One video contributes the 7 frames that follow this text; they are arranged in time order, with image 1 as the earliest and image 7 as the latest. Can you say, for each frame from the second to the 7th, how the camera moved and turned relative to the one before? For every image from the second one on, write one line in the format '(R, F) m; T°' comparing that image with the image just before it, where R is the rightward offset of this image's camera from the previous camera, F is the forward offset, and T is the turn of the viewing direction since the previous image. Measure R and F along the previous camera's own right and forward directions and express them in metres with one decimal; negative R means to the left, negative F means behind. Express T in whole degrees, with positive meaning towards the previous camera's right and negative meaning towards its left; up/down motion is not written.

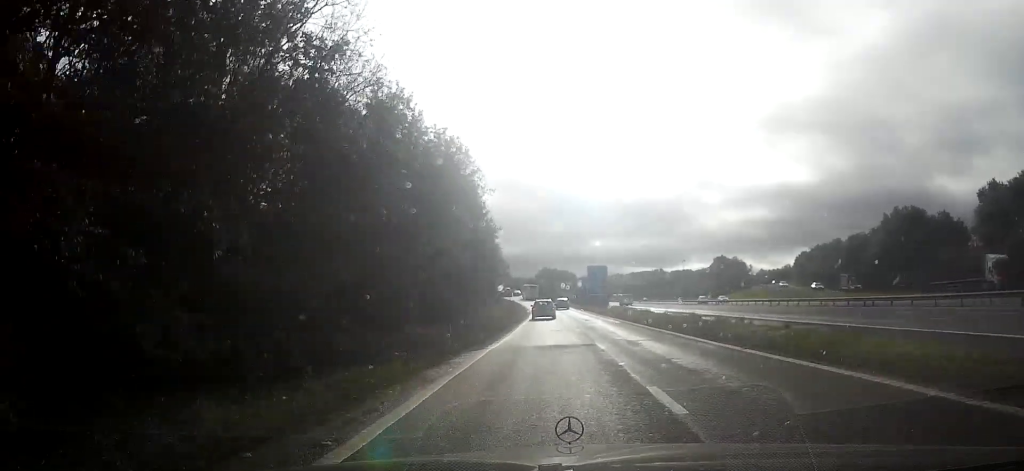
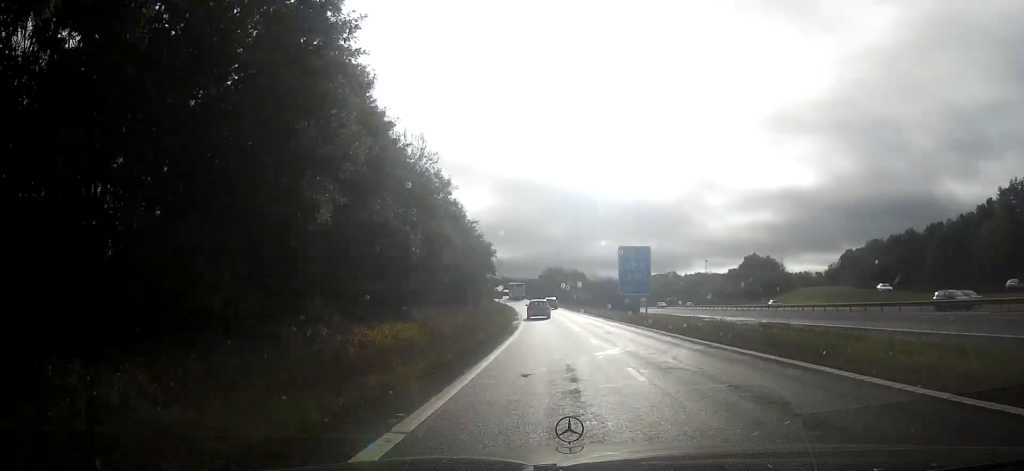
(-0.3, +34.6) m; 0°
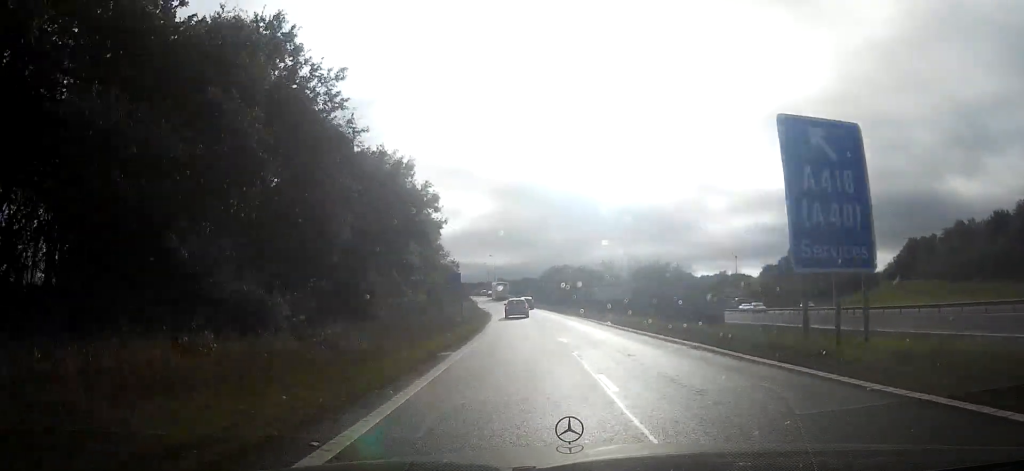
(-0.1, +38.0) m; -1°
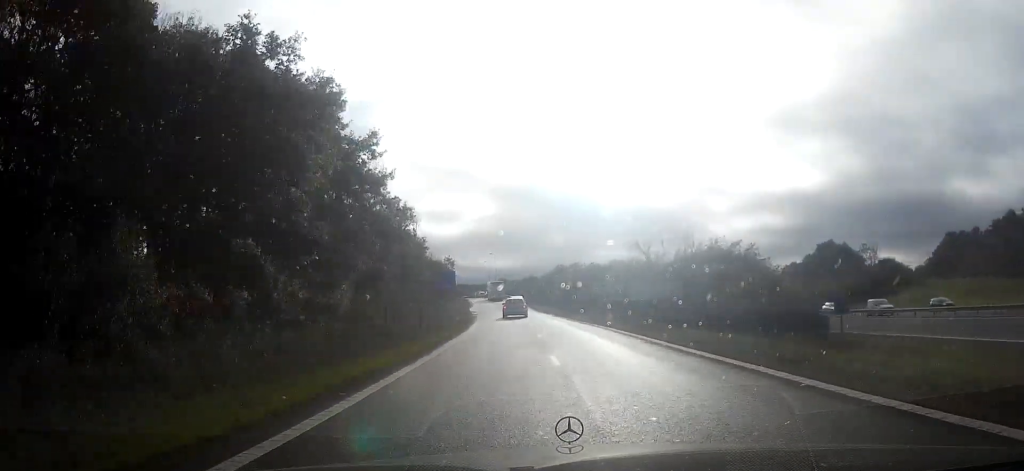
(-0.2, +16.2) m; -1°
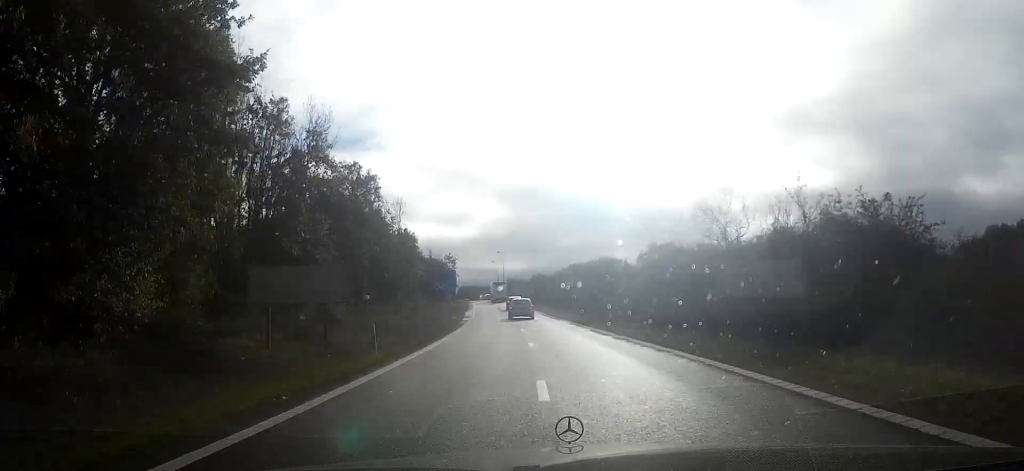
(0.0, +13.9) m; 0°
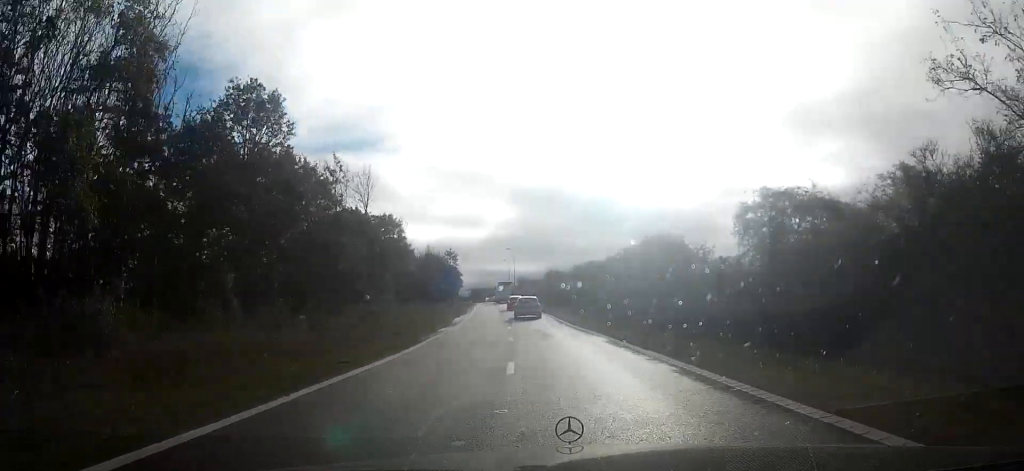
(0.0, +15.8) m; -1°
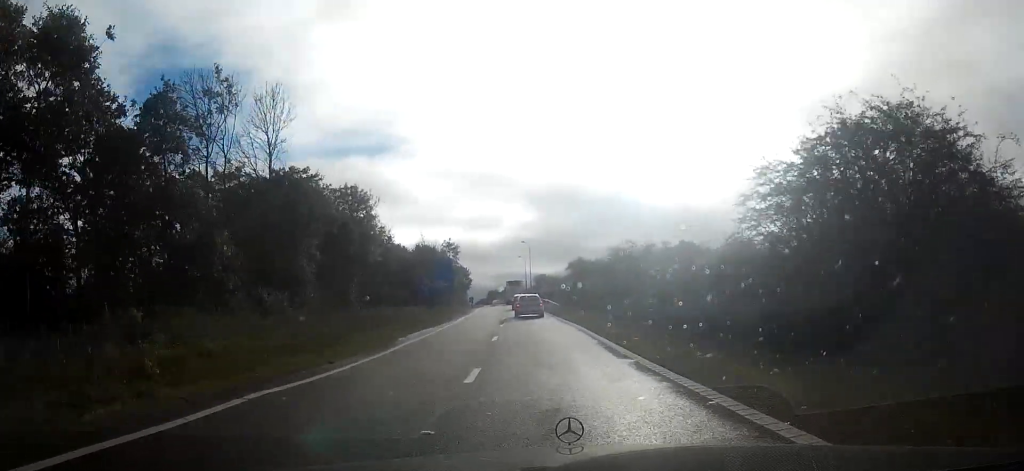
(-0.3, +20.0) m; -2°
